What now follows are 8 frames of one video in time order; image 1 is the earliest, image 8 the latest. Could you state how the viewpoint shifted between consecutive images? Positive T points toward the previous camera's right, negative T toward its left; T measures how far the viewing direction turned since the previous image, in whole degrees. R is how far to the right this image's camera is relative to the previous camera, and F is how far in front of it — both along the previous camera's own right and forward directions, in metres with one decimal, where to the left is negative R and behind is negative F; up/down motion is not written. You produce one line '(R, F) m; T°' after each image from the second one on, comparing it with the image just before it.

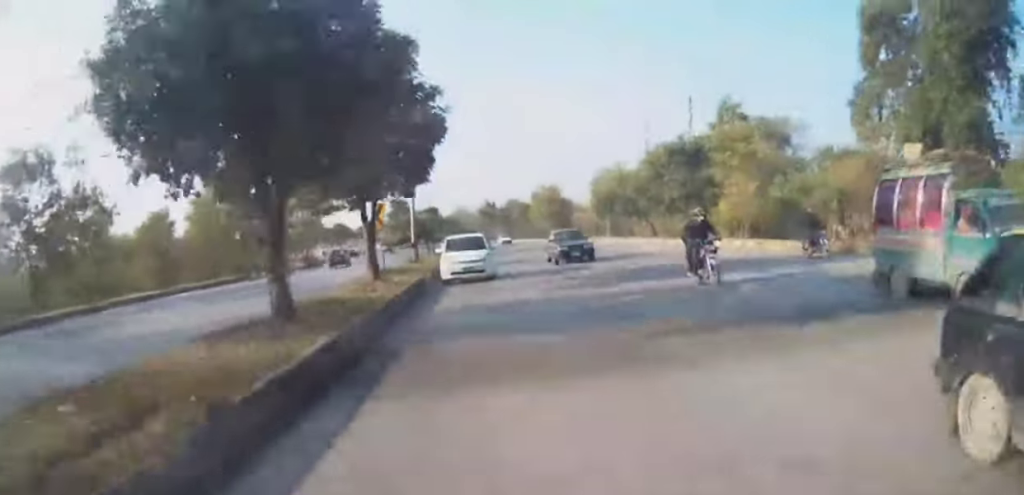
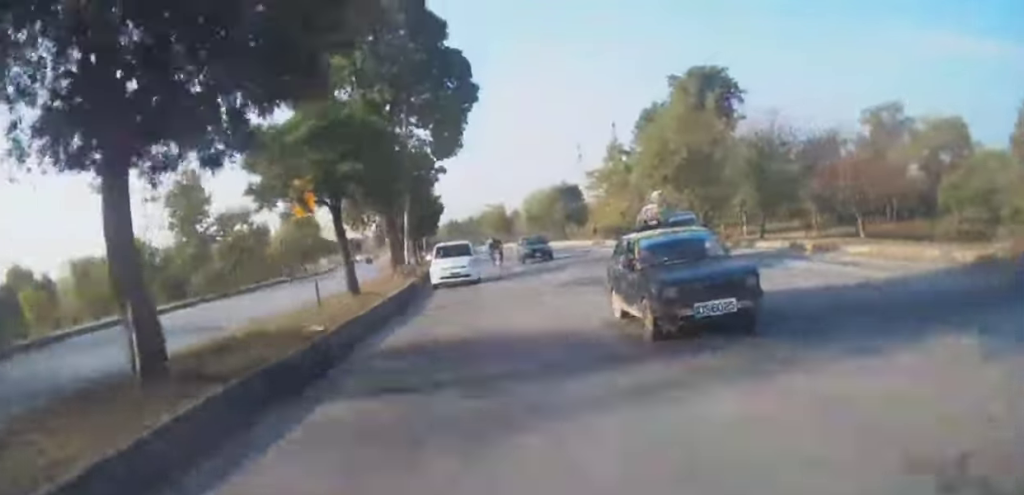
(+0.6, +35.3) m; +2°
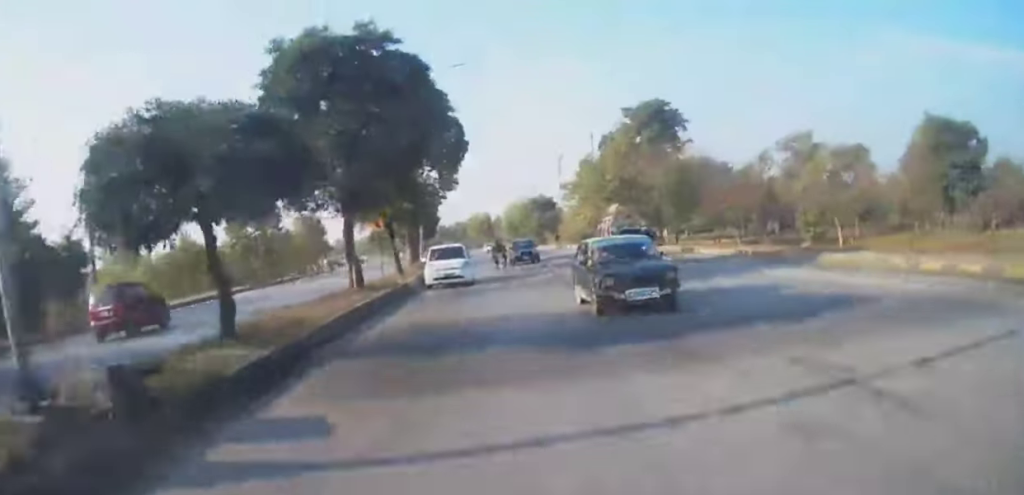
(+0.2, +13.6) m; +2°
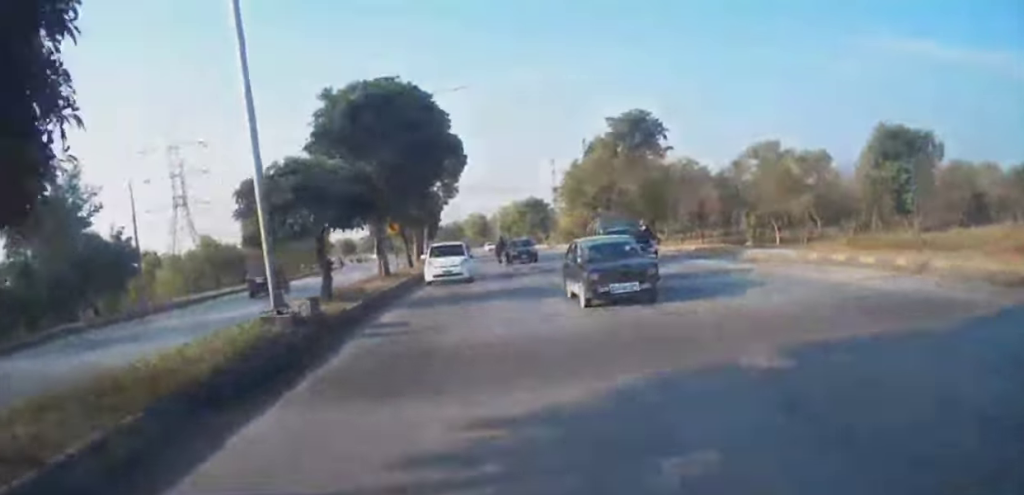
(+0.1, +6.8) m; +1°
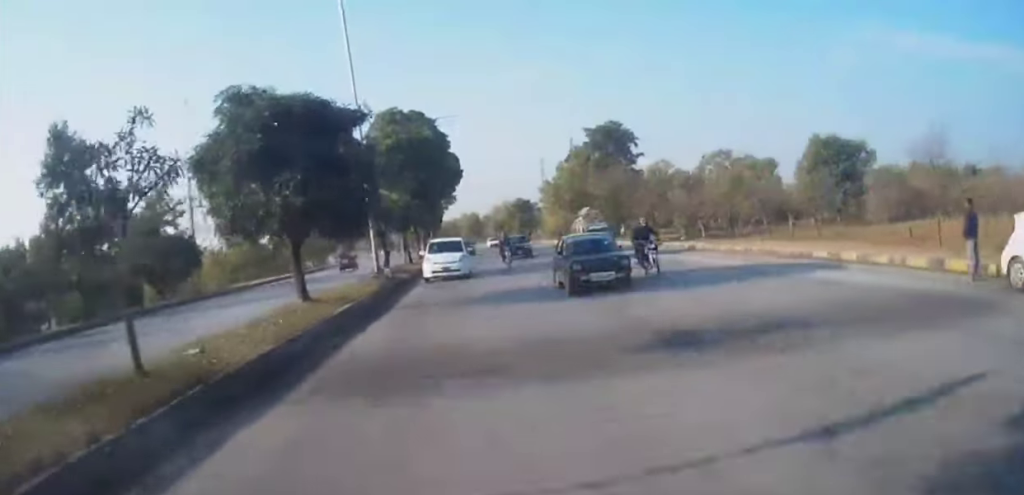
(+0.2, +11.7) m; 0°
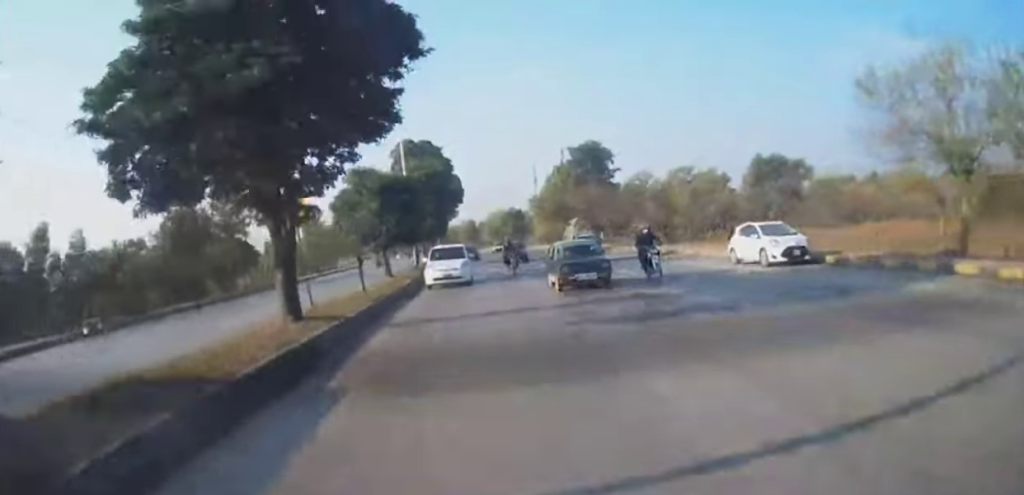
(-0.1, +14.3) m; -1°
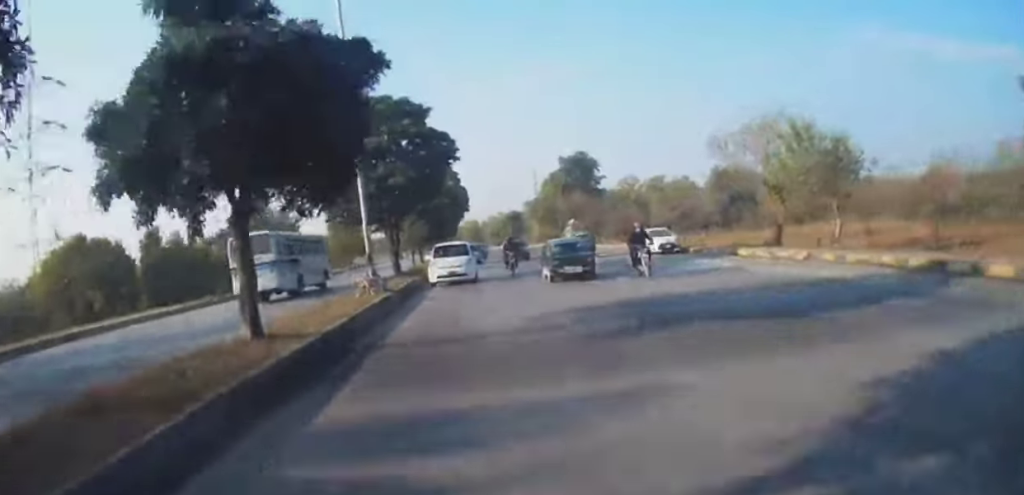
(-0.2, +15.3) m; 0°
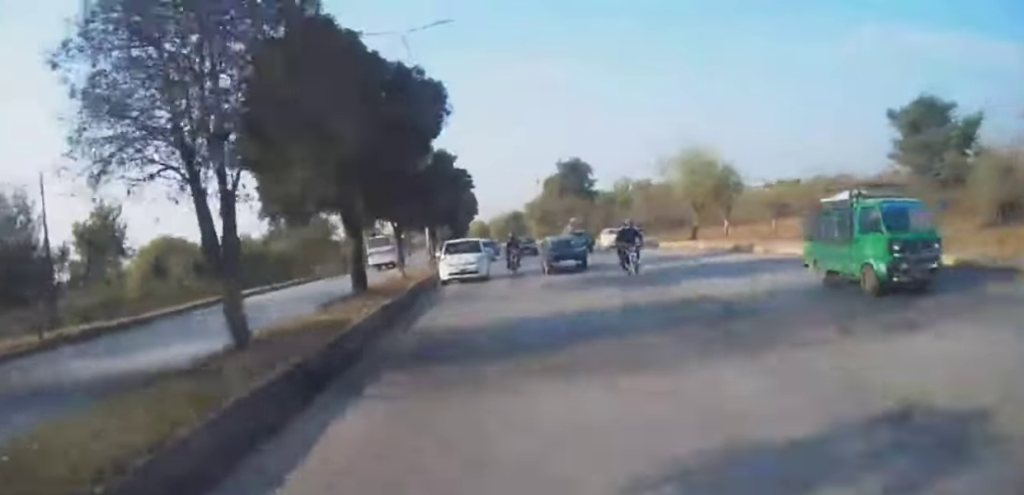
(+0.2, +15.9) m; 0°
